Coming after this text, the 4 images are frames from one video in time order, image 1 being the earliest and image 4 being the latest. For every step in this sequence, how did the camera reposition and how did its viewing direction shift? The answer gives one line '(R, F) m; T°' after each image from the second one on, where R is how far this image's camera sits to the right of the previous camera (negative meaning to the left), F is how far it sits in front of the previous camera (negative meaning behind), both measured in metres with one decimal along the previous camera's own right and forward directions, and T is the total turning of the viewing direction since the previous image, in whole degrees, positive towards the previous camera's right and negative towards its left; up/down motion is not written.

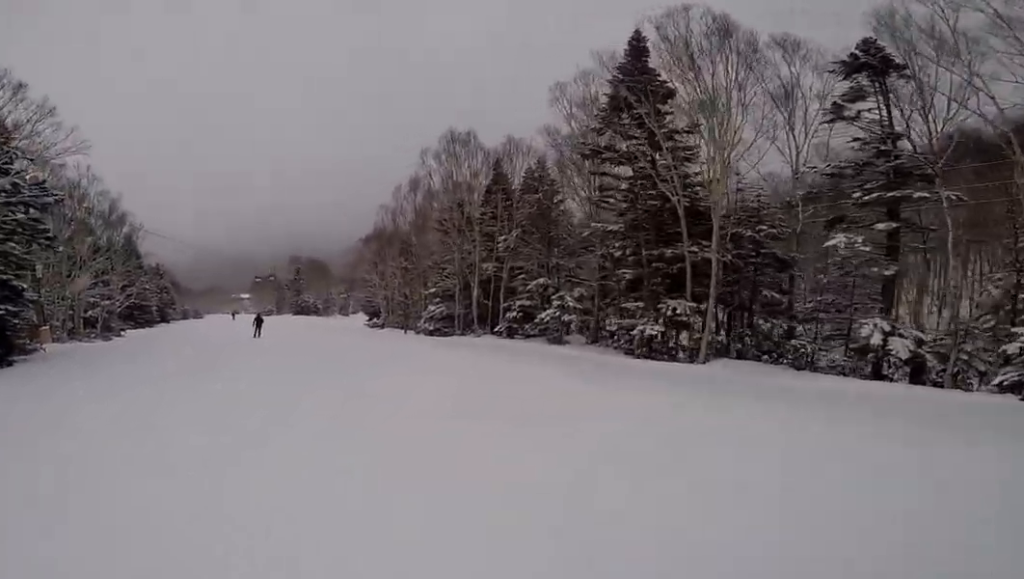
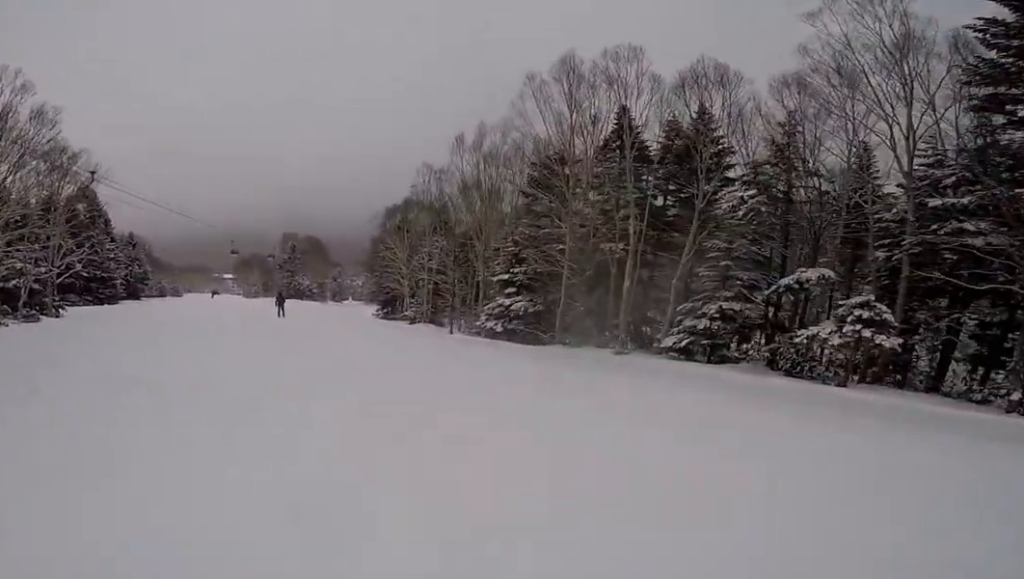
(-1.0, +13.5) m; -3°
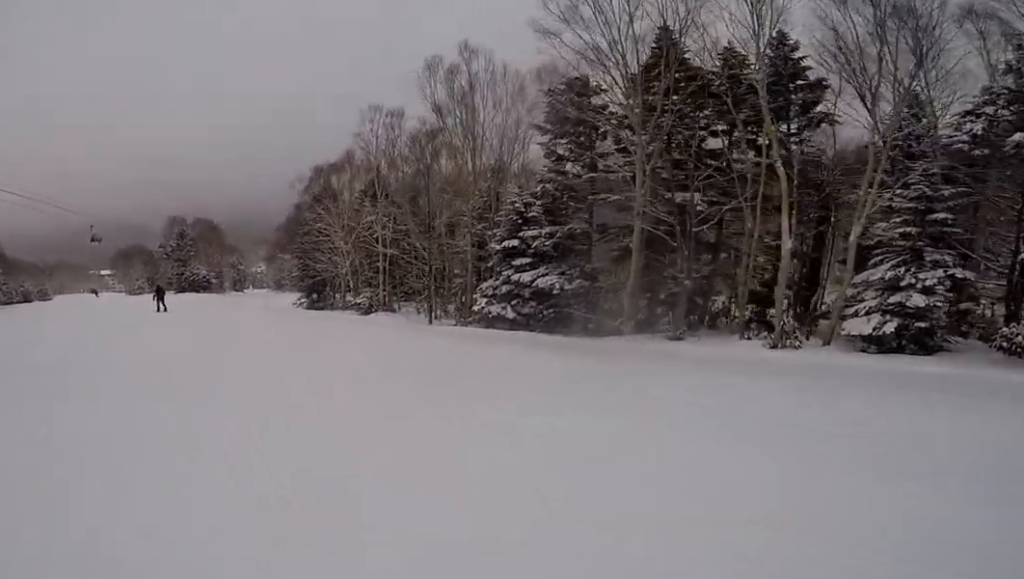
(+0.6, +10.1) m; +3°
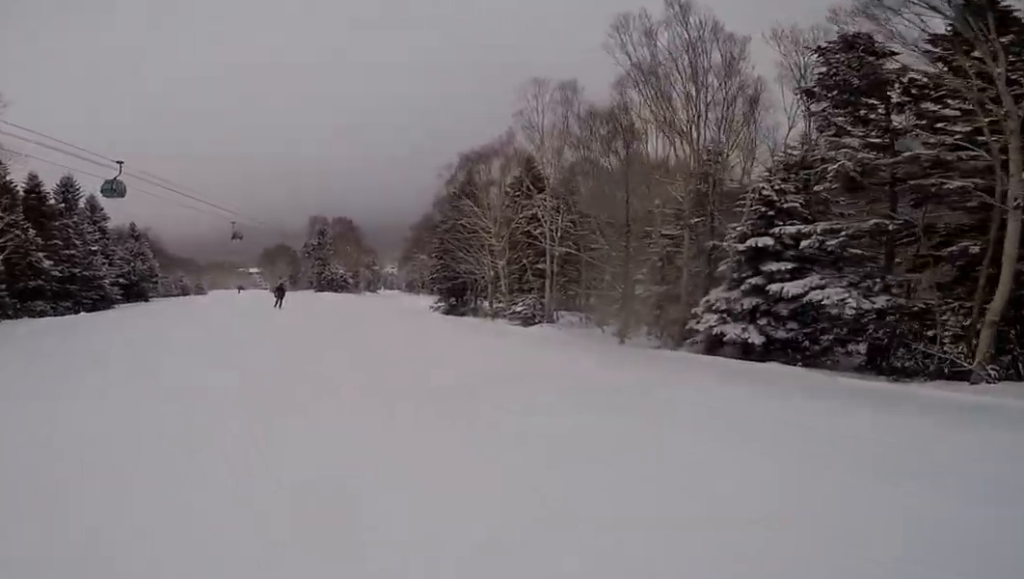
(0.0, +5.1) m; -3°
